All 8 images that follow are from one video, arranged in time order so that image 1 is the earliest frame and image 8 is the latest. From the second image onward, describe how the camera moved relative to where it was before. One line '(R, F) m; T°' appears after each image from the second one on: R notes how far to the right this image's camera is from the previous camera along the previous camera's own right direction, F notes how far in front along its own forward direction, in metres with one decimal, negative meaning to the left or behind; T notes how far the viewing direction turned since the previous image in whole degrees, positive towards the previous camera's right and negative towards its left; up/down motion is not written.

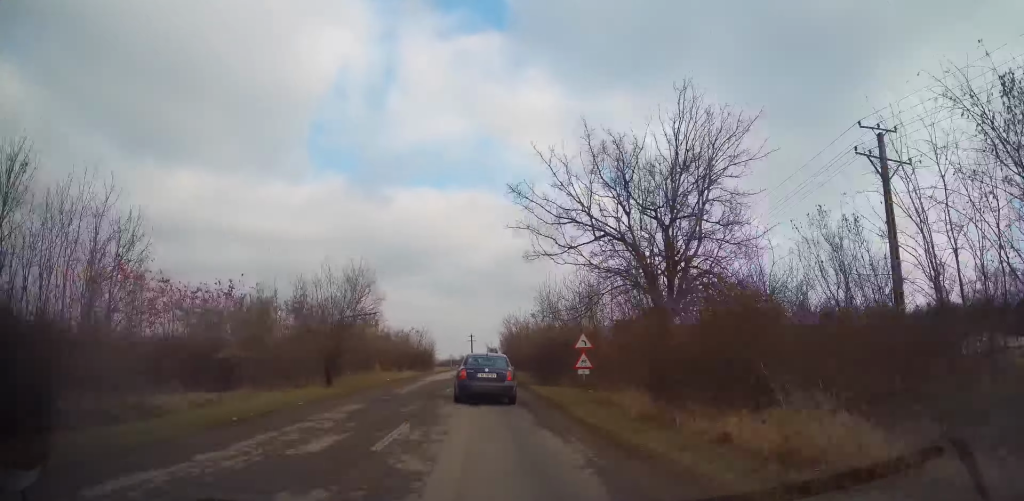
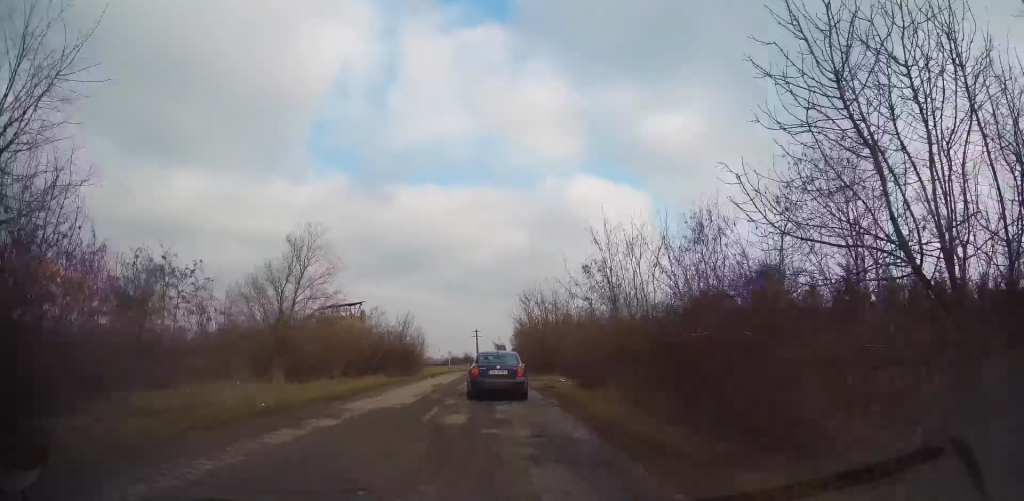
(-0.7, +20.4) m; -2°
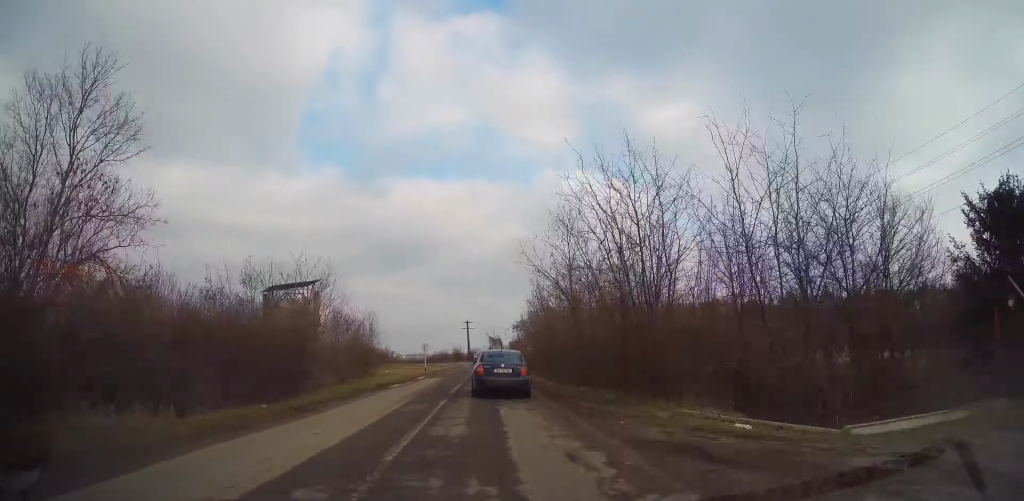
(+0.4, +25.2) m; +2°
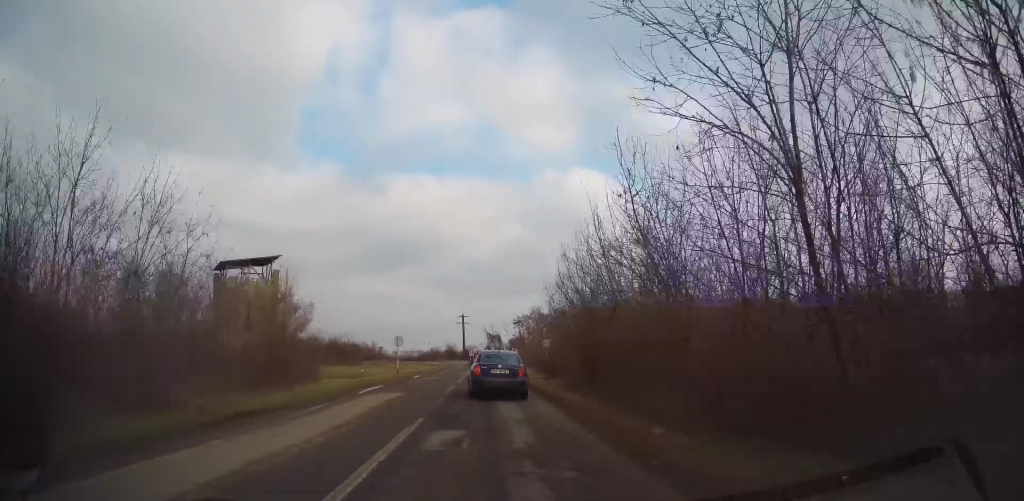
(0.0, +15.7) m; 0°
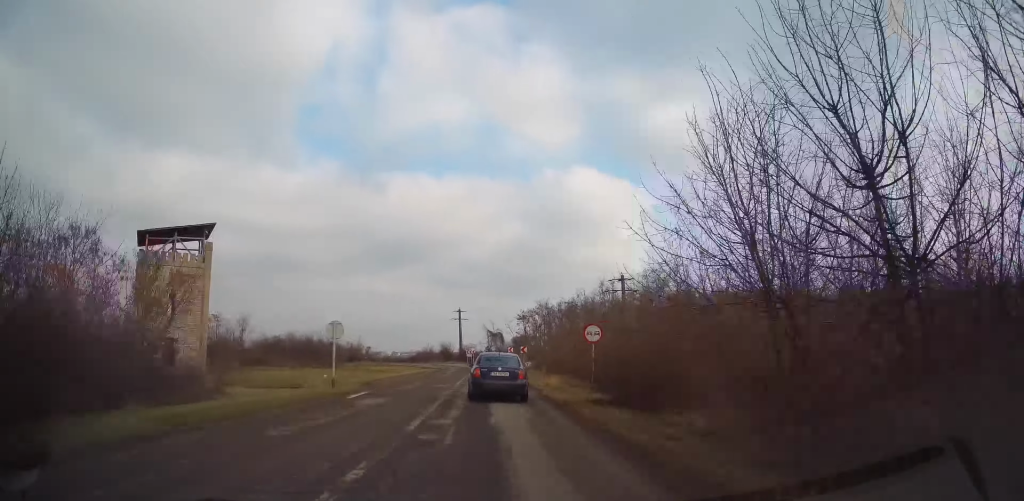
(+0.2, +16.9) m; 0°
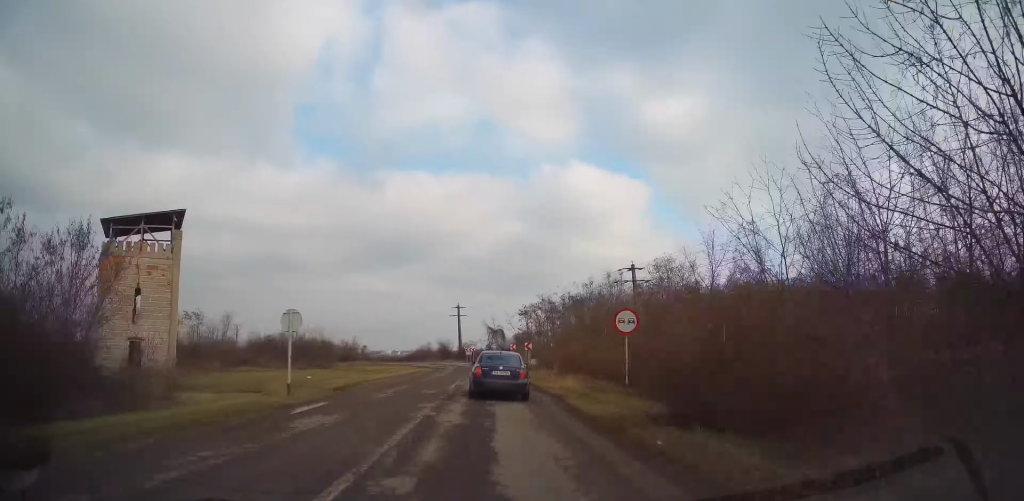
(0.0, +5.4) m; 0°
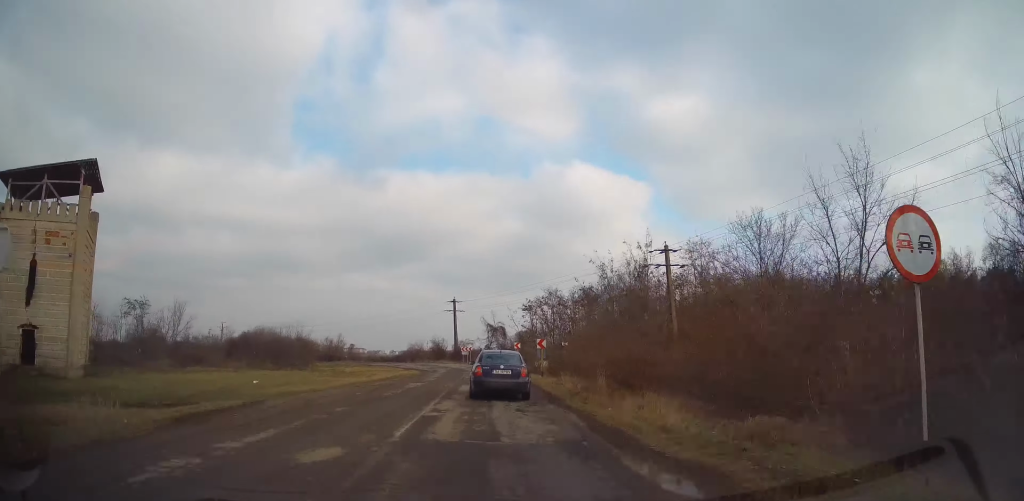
(-0.4, +12.3) m; 0°
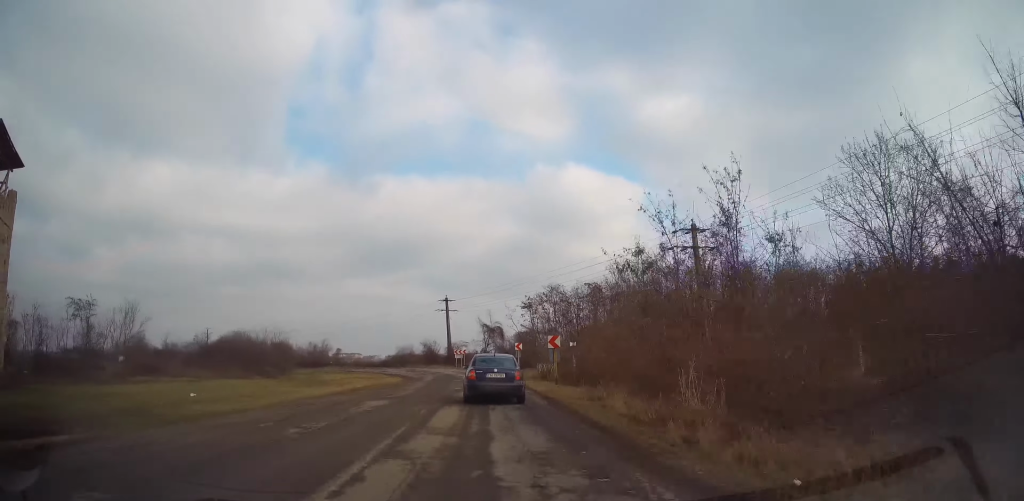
(+0.3, +8.5) m; 0°
